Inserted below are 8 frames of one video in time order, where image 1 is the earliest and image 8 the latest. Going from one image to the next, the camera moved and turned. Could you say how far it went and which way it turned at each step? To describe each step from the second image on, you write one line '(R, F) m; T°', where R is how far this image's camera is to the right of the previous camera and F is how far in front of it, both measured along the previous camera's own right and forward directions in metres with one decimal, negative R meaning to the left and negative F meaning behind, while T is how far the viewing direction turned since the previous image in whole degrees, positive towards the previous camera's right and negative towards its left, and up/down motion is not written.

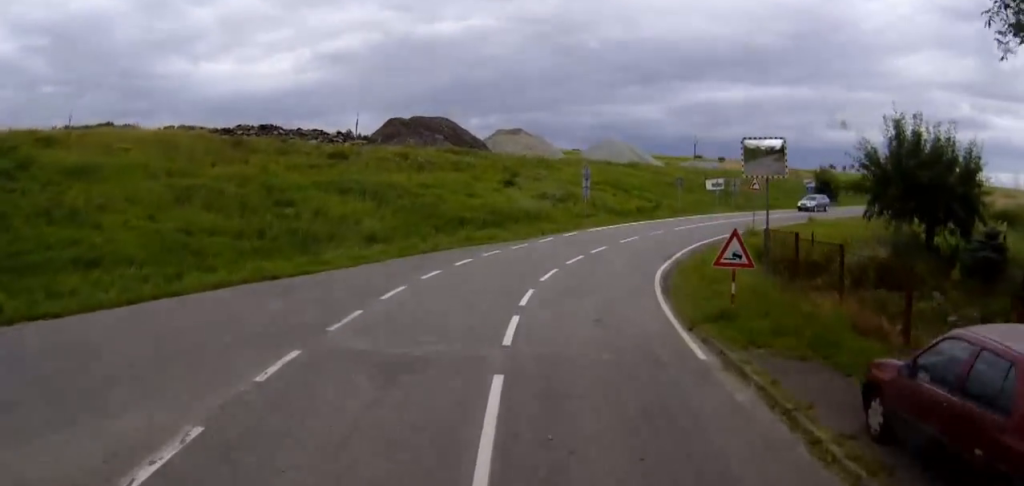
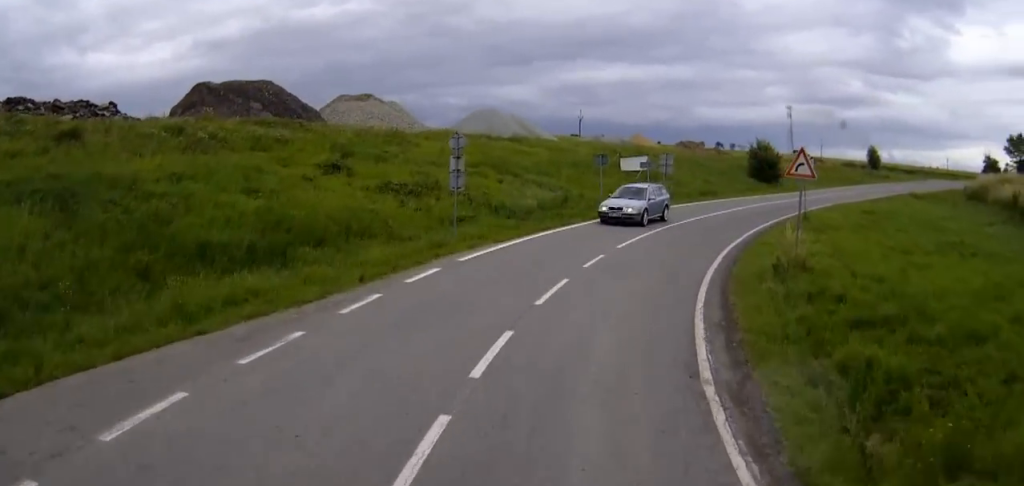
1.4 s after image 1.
(+3.0, +15.6) m; +25°
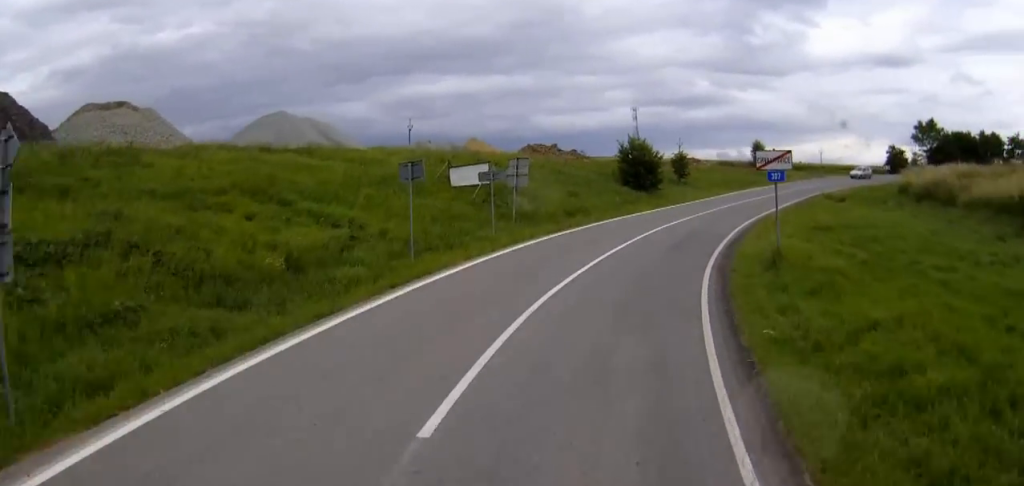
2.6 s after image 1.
(+2.4, +13.5) m; +15°
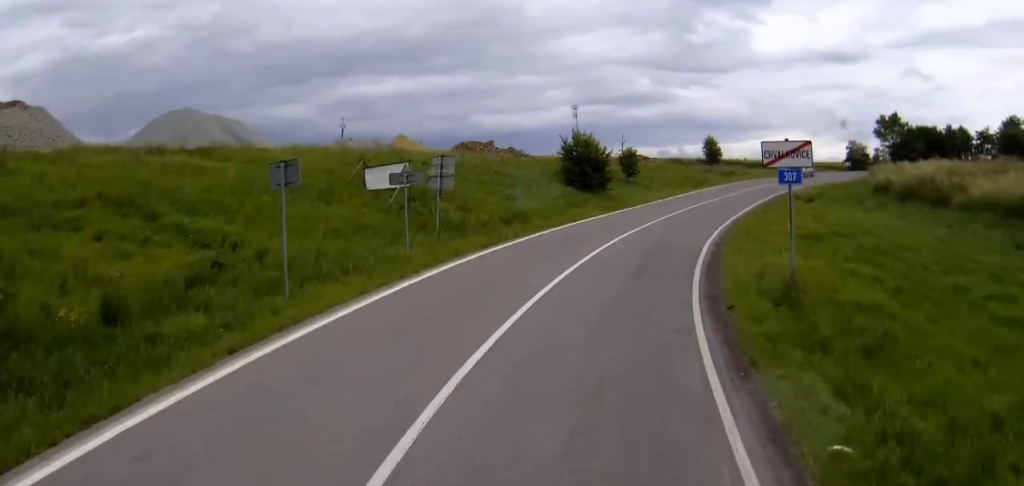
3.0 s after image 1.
(+0.4, +5.3) m; +3°
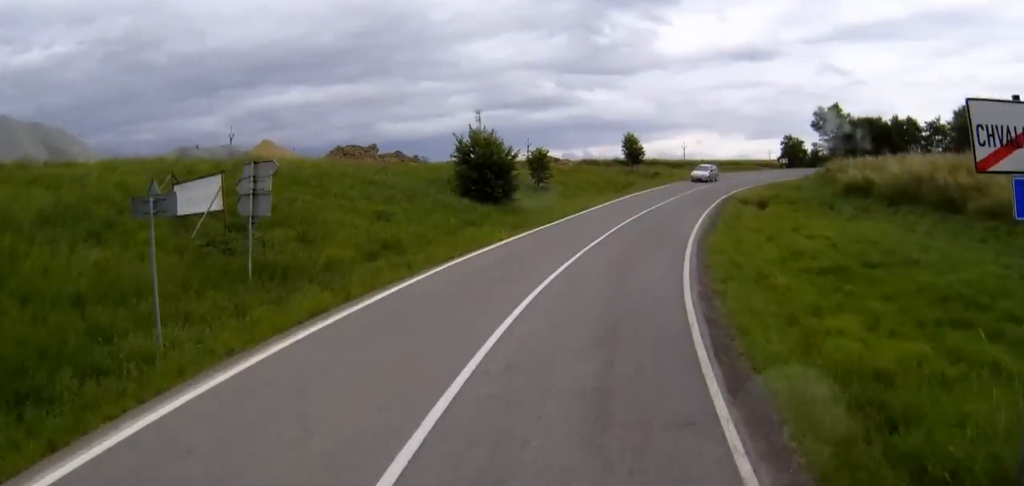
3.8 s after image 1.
(+0.4, +9.5) m; +6°
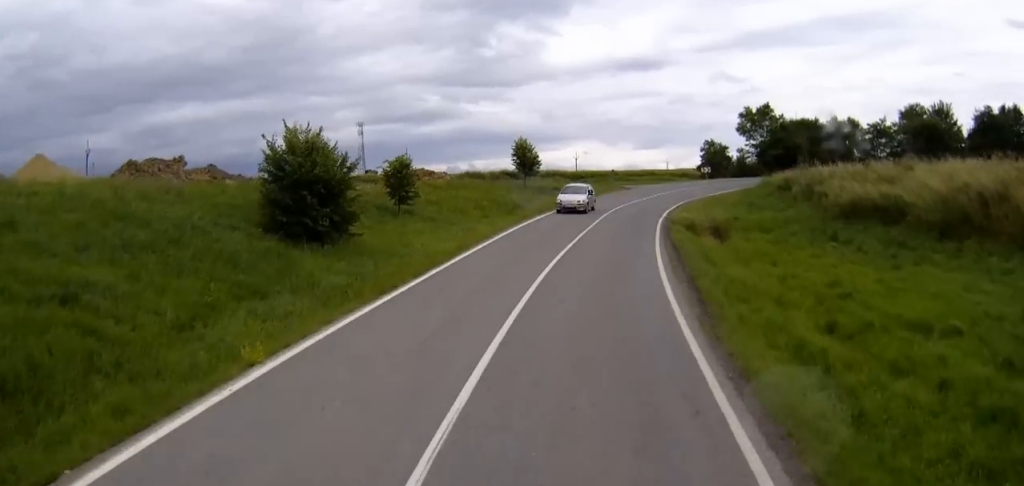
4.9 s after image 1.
(+1.0, +14.0) m; +7°
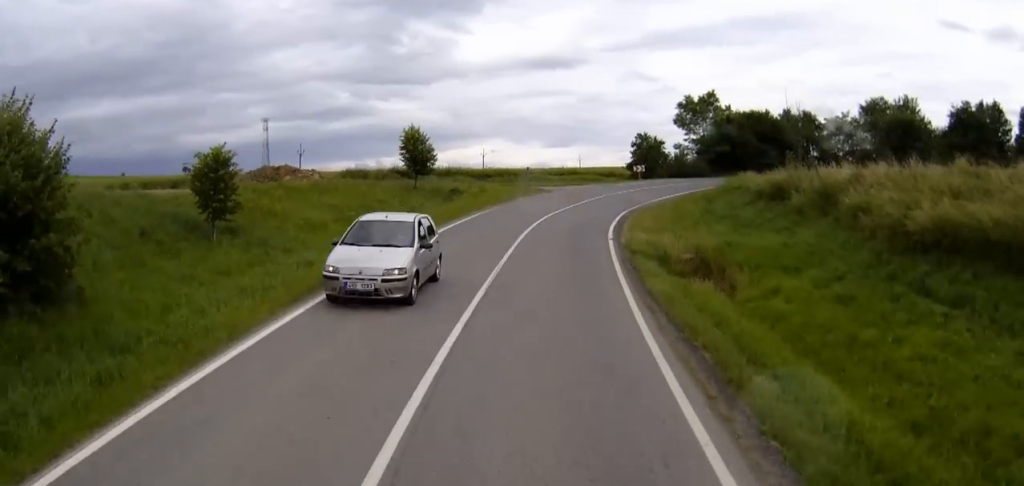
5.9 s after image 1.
(+0.5, +13.0) m; +3°
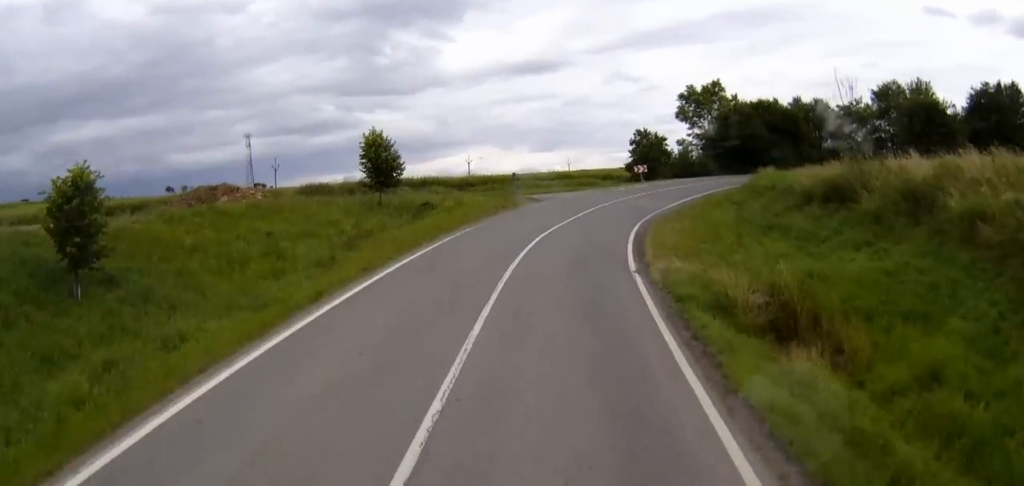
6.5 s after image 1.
(0.0, +7.8) m; +2°
